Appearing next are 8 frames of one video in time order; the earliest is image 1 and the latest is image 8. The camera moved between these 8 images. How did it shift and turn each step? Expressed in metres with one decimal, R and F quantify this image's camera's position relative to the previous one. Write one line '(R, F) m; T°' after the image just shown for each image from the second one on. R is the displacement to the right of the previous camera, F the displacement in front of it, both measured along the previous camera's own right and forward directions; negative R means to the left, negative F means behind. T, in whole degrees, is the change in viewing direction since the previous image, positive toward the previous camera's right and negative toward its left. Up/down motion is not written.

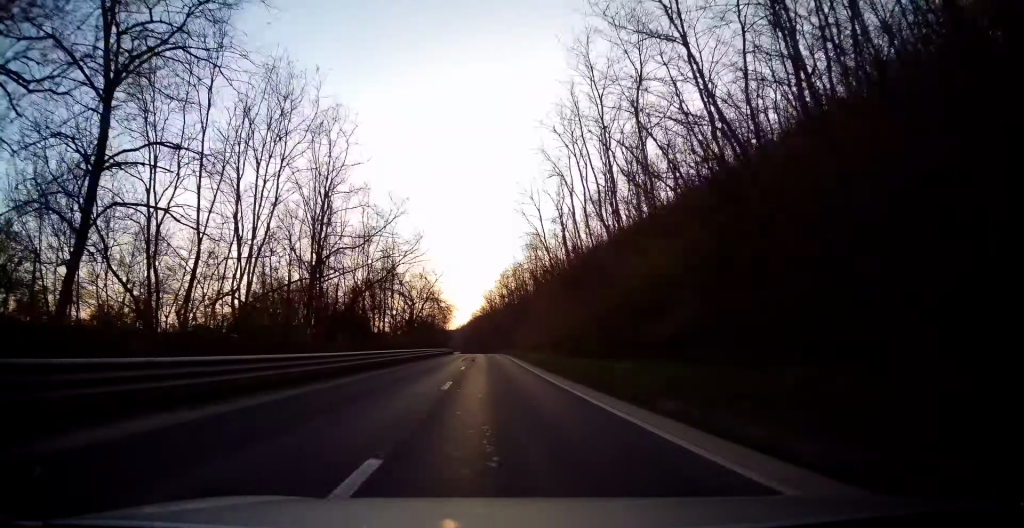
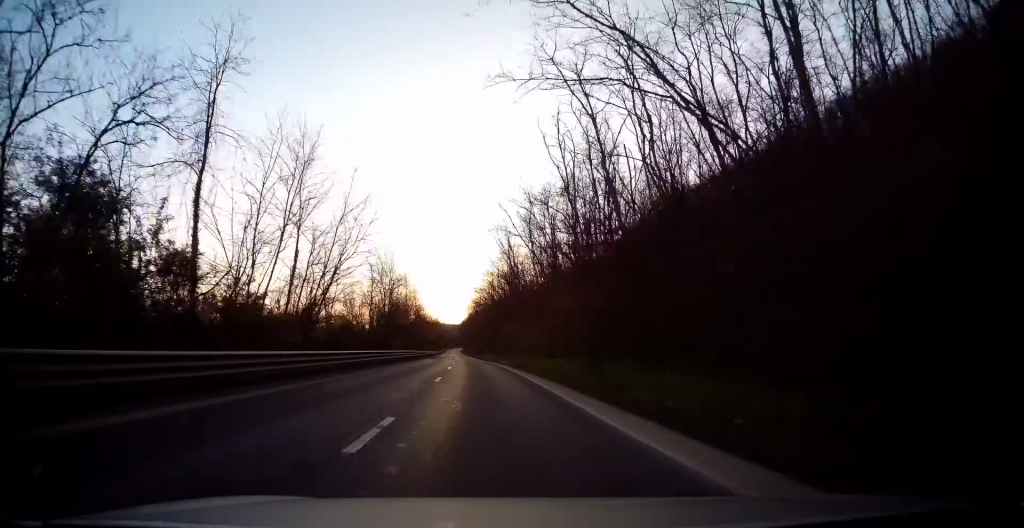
(+0.8, +83.6) m; -1°
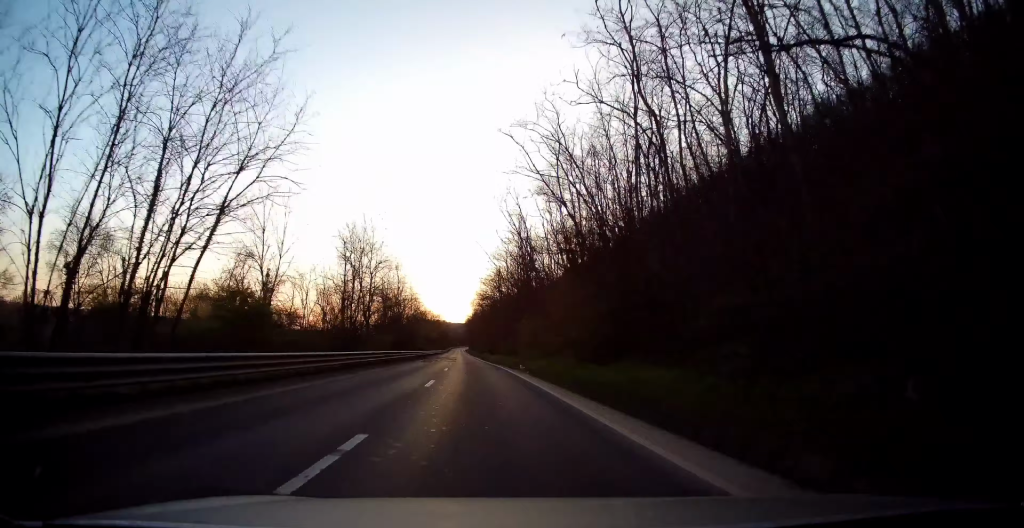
(-0.4, +14.1) m; -1°
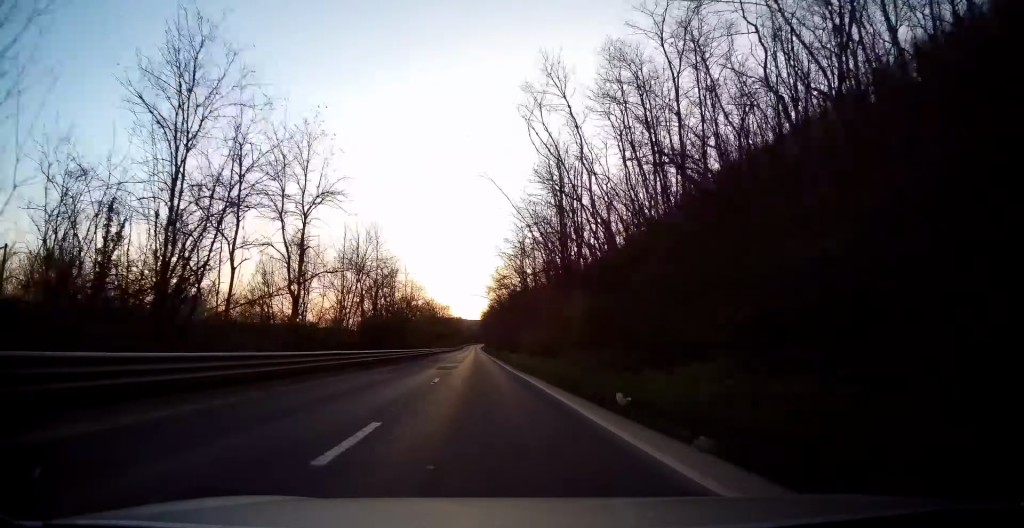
(-0.2, +23.4) m; -1°
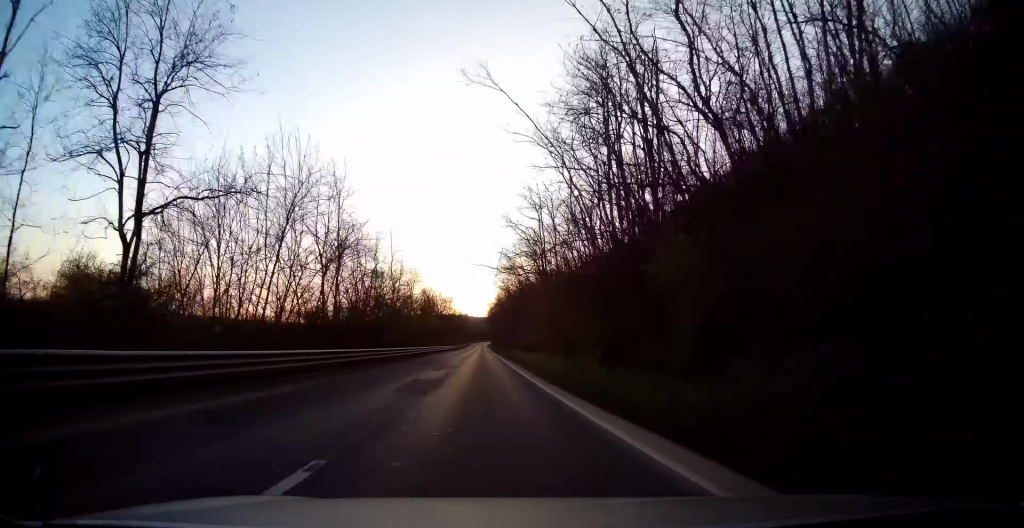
(0.0, +15.0) m; 0°
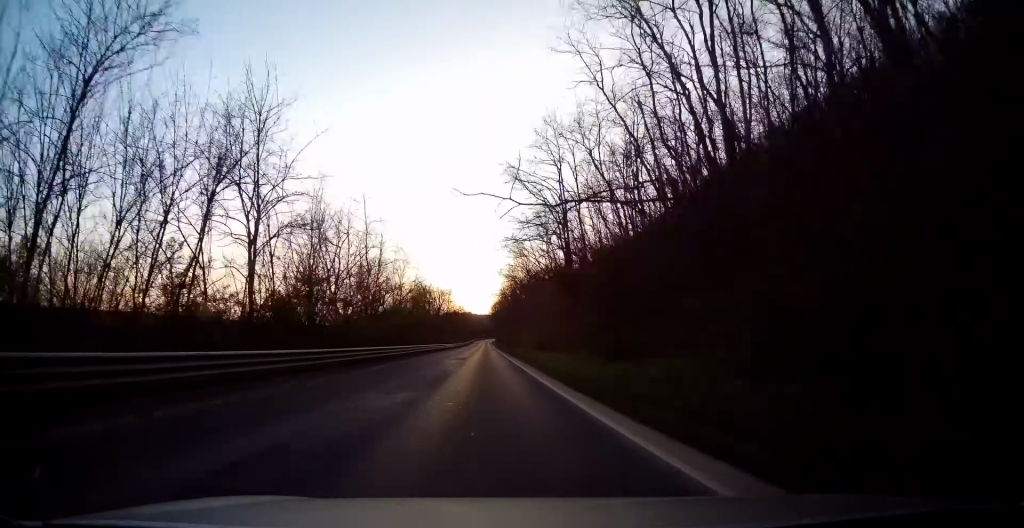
(0.0, +13.0) m; -1°
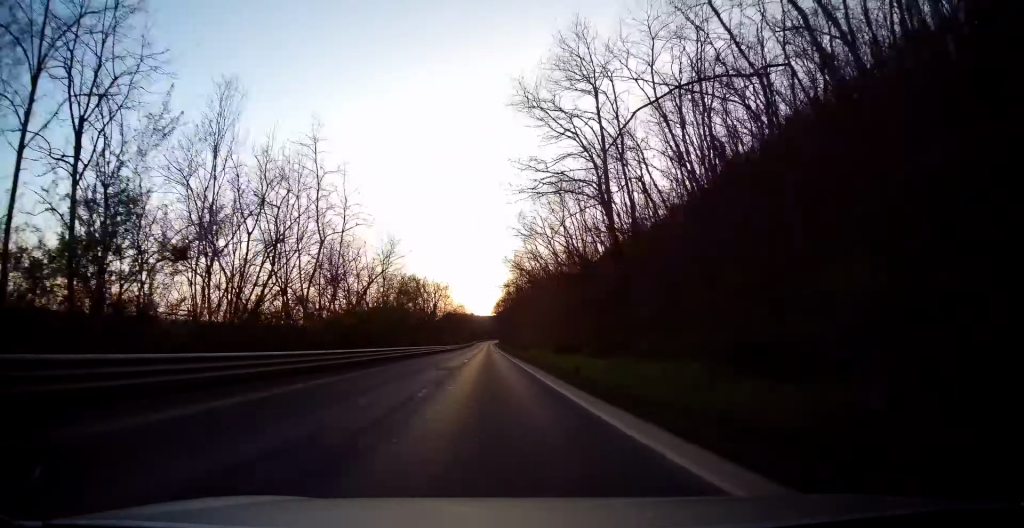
(+0.1, +13.0) m; -1°
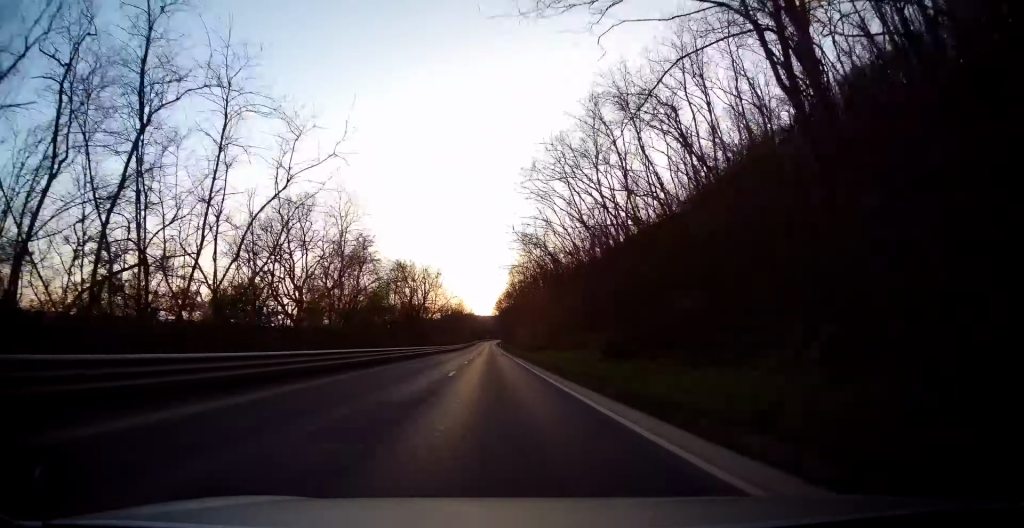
(-0.3, +16.7) m; -1°
